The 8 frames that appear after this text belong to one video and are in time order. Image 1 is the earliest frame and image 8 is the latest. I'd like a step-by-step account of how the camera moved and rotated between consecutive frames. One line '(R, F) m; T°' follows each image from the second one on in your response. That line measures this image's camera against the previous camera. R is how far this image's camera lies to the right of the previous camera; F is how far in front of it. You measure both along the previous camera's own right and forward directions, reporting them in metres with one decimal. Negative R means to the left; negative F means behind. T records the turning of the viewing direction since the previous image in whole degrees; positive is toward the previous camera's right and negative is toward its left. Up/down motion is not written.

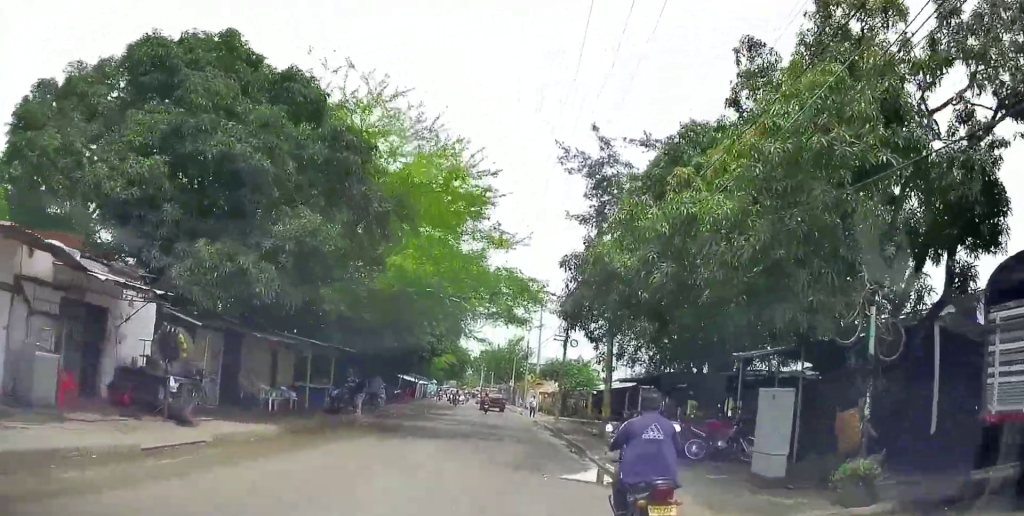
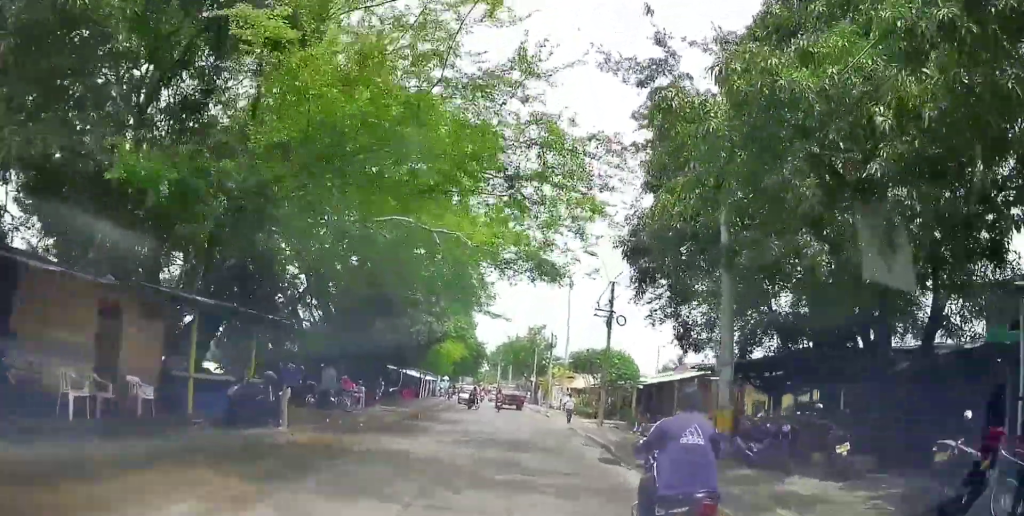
(-0.1, +11.7) m; +9°
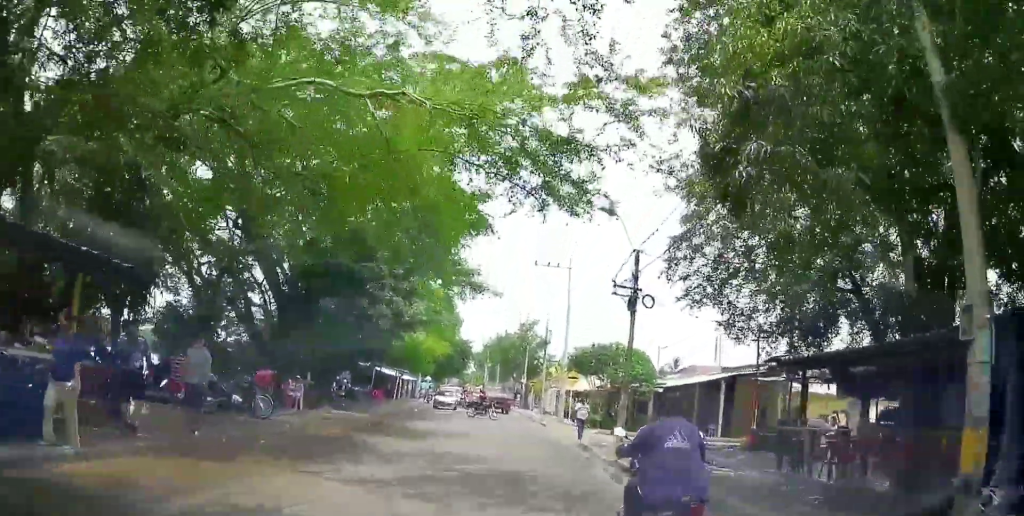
(+0.9, +8.0) m; +9°
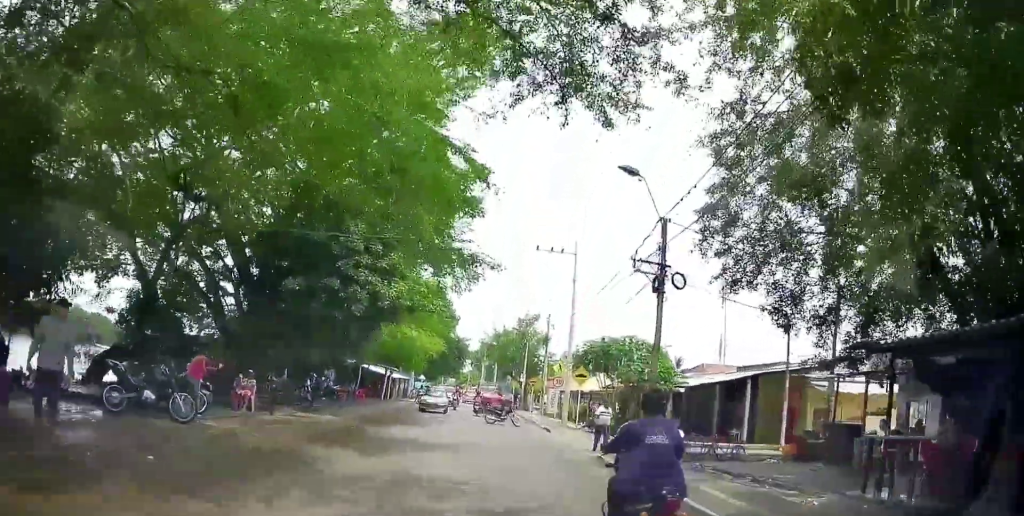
(+0.2, +4.3) m; 0°
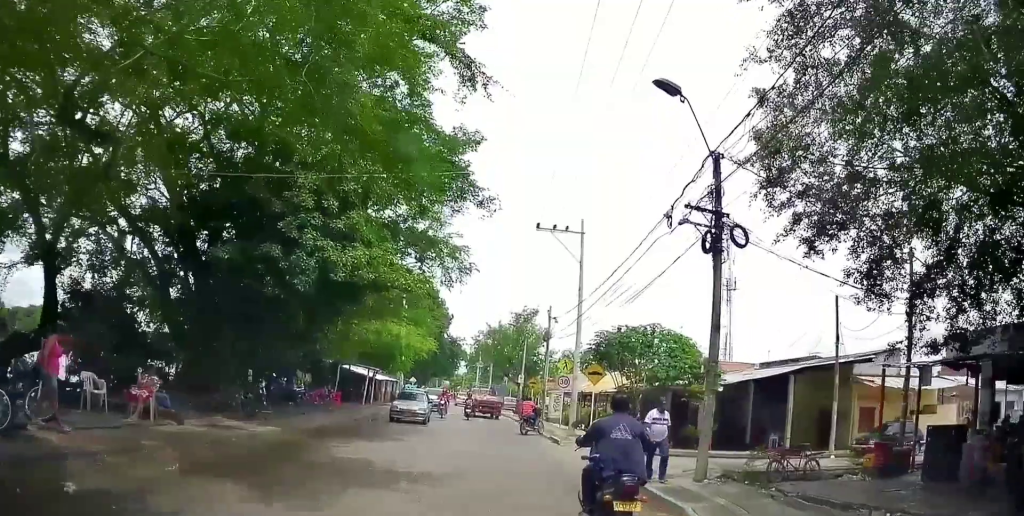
(-0.1, +5.5) m; +1°
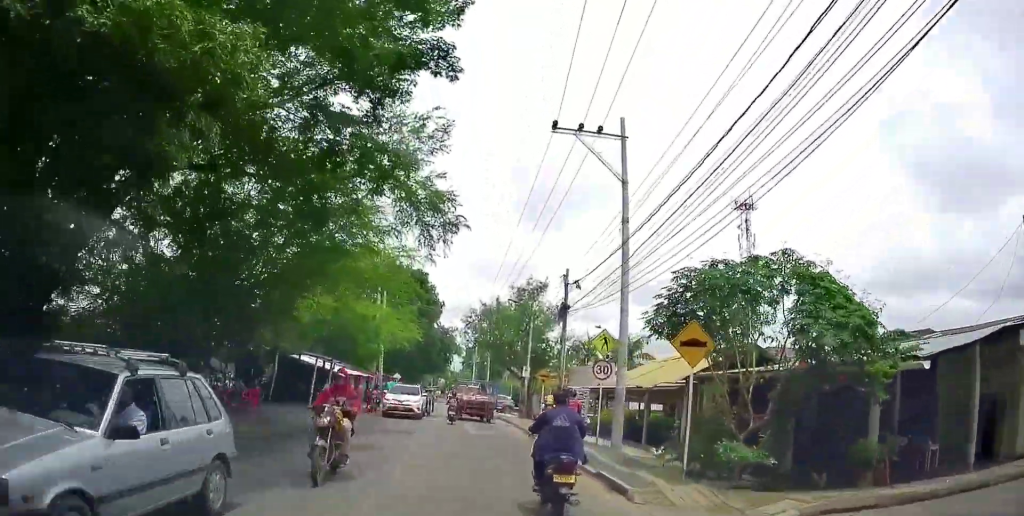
(+0.3, +11.5) m; 0°
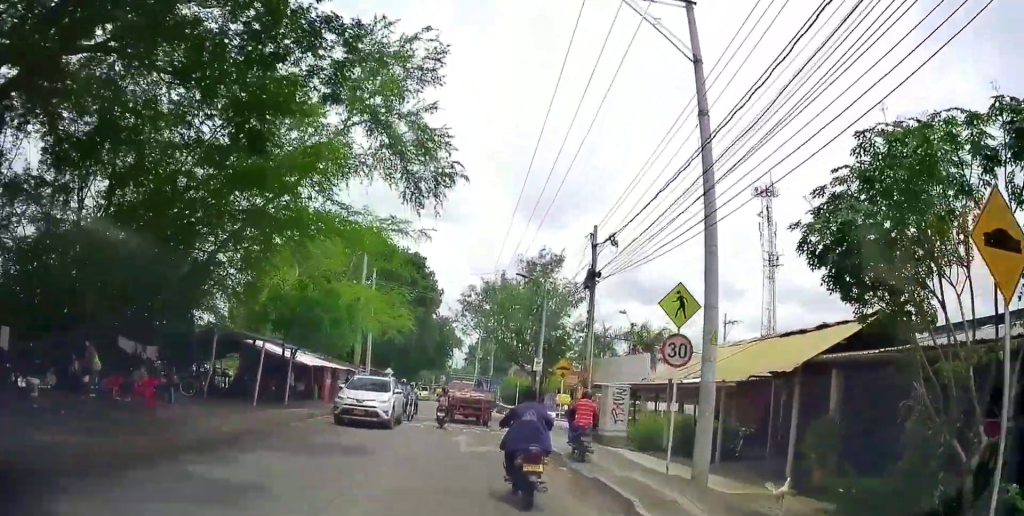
(-0.3, +6.8) m; -5°
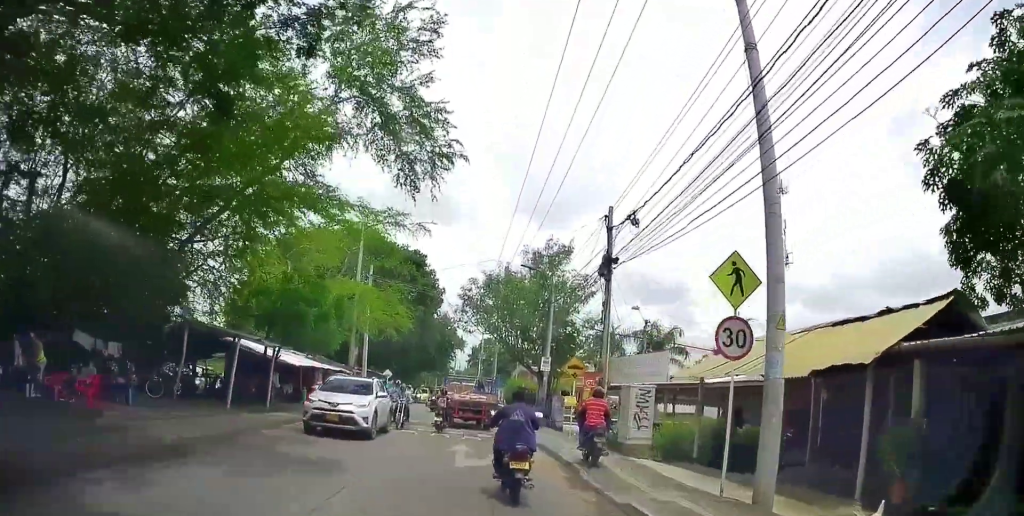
(+0.1, +2.5) m; -2°
